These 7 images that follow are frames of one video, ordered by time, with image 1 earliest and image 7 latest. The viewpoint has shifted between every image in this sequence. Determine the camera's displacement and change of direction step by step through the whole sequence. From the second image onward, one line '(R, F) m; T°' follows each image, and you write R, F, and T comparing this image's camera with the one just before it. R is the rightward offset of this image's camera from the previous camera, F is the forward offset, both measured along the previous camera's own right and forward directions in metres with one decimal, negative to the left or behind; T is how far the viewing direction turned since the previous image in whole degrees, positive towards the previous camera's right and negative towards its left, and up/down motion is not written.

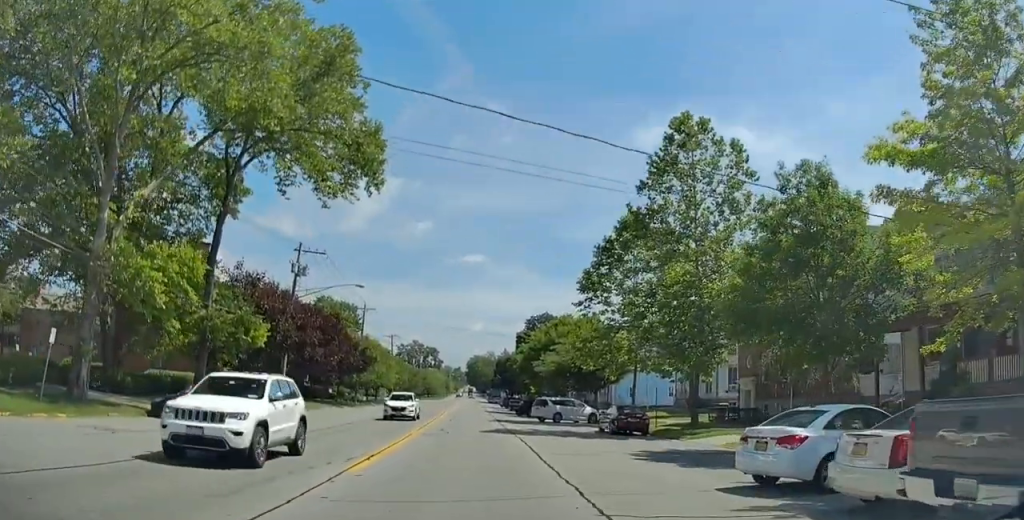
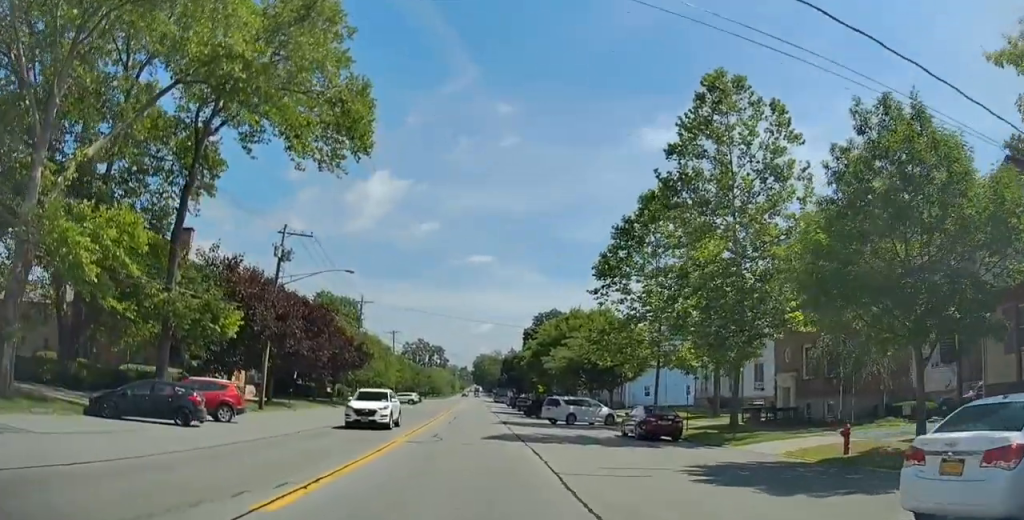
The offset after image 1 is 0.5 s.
(-0.1, +5.0) m; -1°
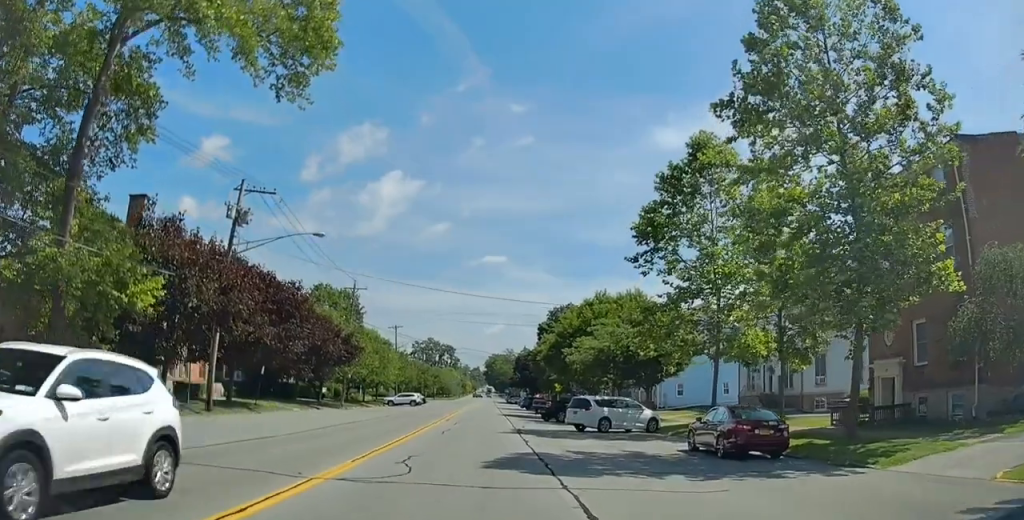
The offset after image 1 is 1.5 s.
(0.0, +9.3) m; -3°
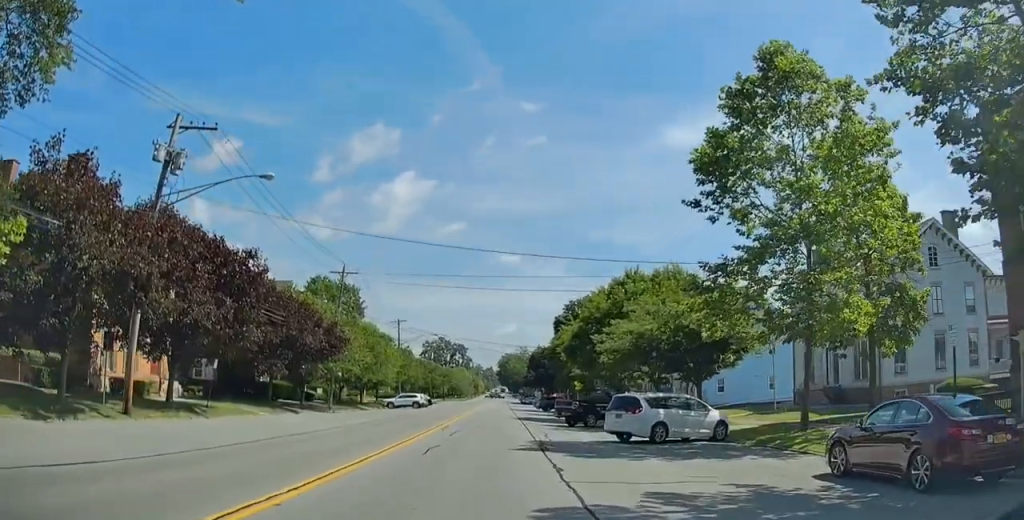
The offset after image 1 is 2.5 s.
(-0.5, +9.1) m; 0°
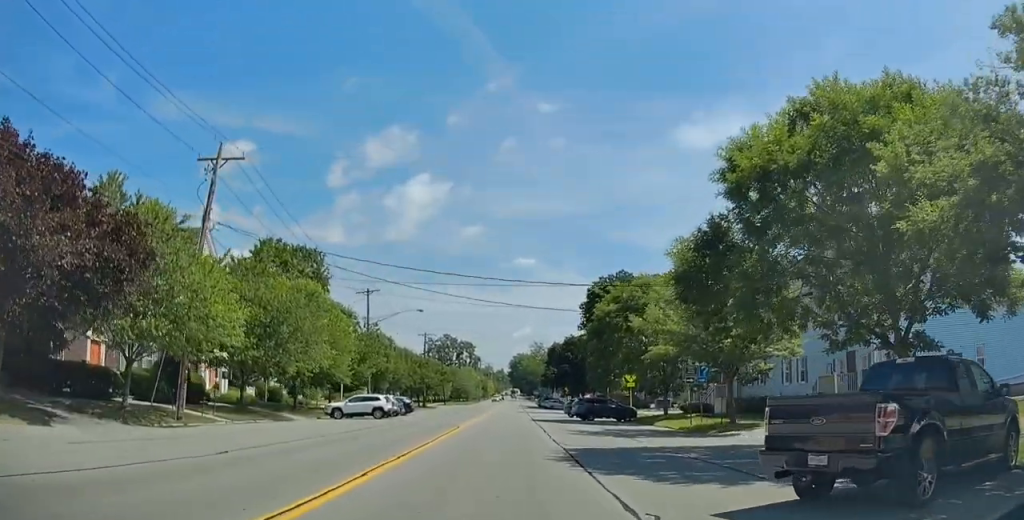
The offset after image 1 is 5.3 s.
(0.0, +27.5) m; +1°
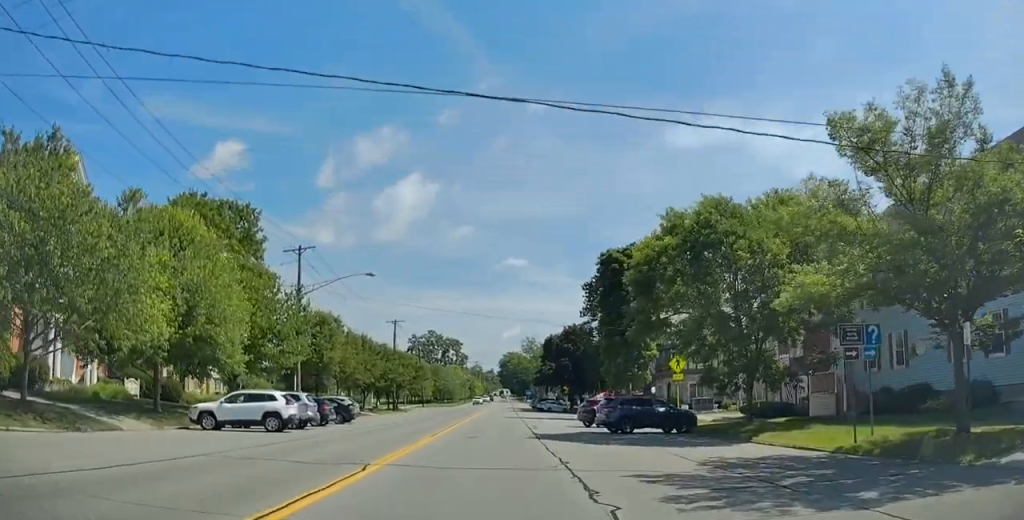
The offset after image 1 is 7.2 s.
(+0.3, +18.8) m; +1°
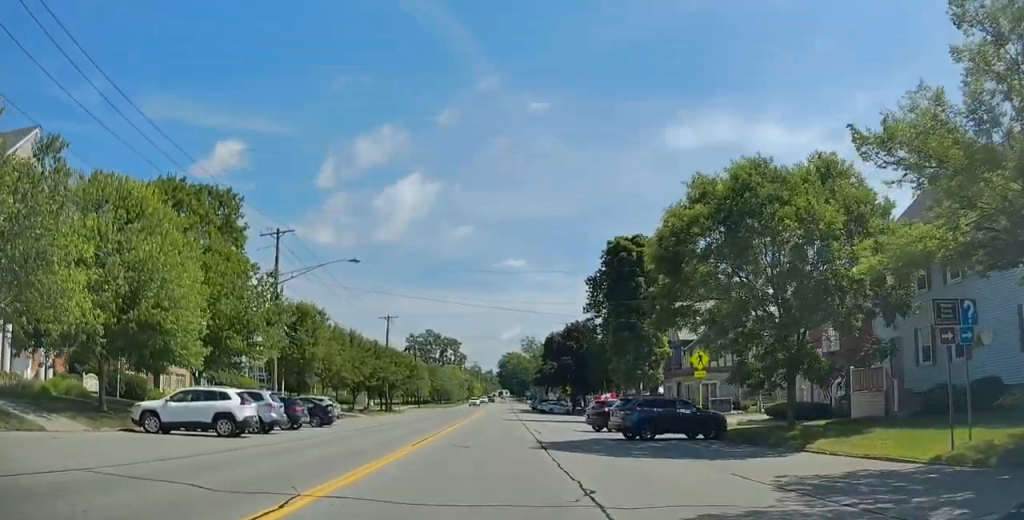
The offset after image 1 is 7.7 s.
(-0.1, +4.4) m; 0°
